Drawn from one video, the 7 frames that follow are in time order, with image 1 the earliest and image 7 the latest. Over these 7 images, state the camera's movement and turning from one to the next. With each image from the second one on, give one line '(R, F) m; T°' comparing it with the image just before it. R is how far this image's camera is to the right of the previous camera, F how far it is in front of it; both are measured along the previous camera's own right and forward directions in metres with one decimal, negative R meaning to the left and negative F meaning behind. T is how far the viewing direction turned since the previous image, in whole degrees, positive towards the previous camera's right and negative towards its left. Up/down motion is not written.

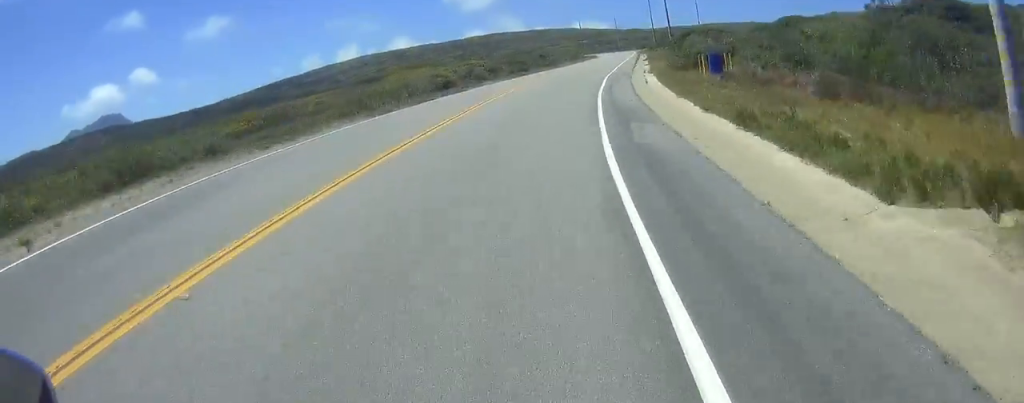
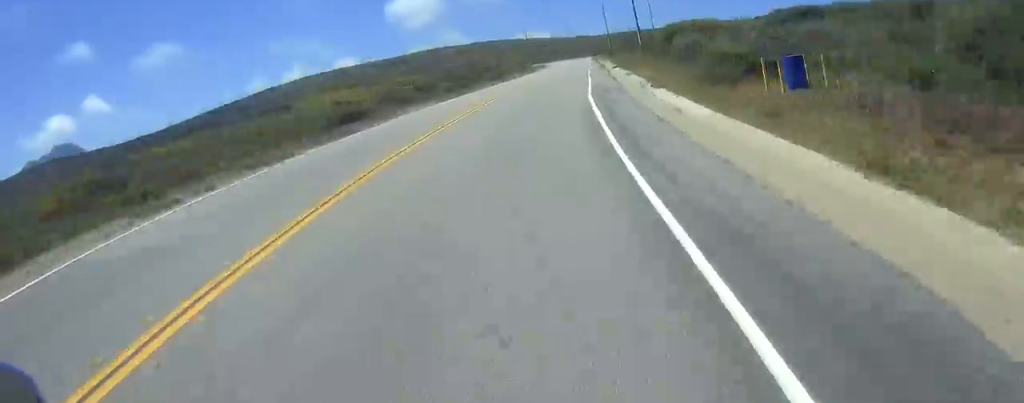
(-0.3, +14.7) m; +4°
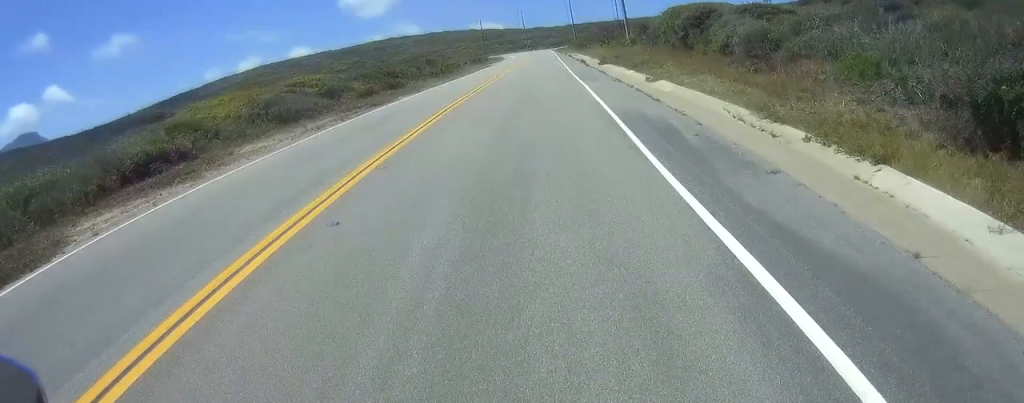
(+1.4, +16.7) m; +5°
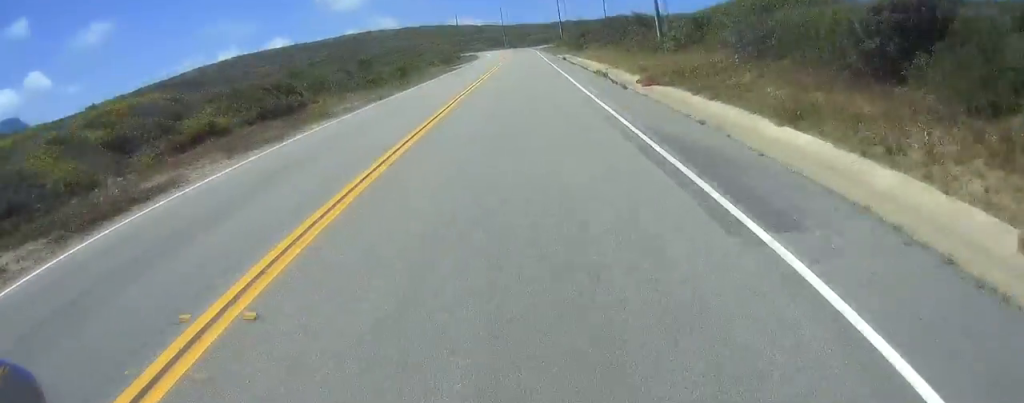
(+1.1, +20.0) m; +4°
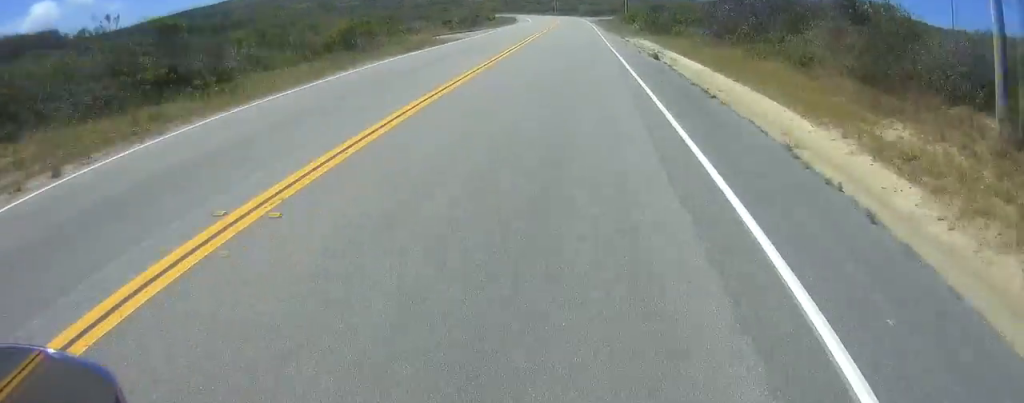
(+0.8, +28.6) m; +3°
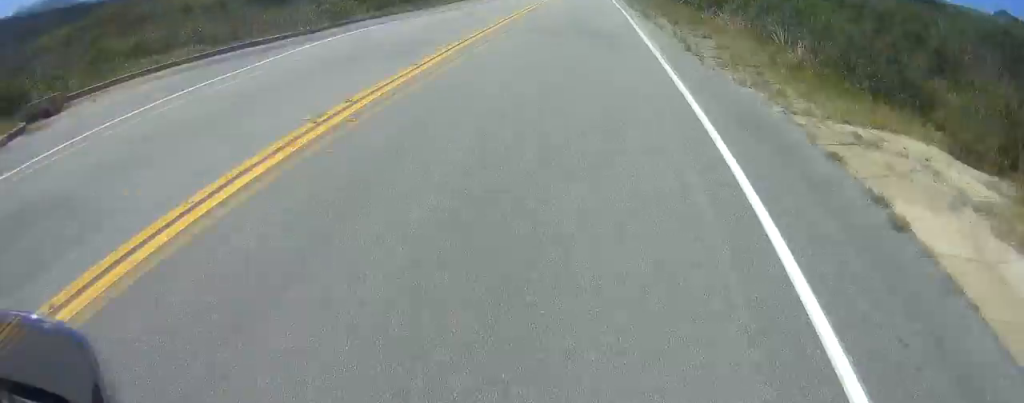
(+0.5, +34.6) m; +1°
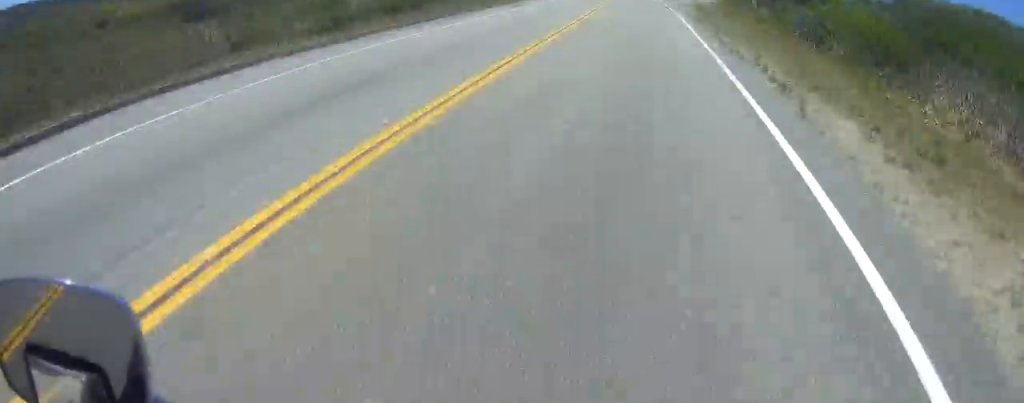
(0.0, +14.6) m; -1°
